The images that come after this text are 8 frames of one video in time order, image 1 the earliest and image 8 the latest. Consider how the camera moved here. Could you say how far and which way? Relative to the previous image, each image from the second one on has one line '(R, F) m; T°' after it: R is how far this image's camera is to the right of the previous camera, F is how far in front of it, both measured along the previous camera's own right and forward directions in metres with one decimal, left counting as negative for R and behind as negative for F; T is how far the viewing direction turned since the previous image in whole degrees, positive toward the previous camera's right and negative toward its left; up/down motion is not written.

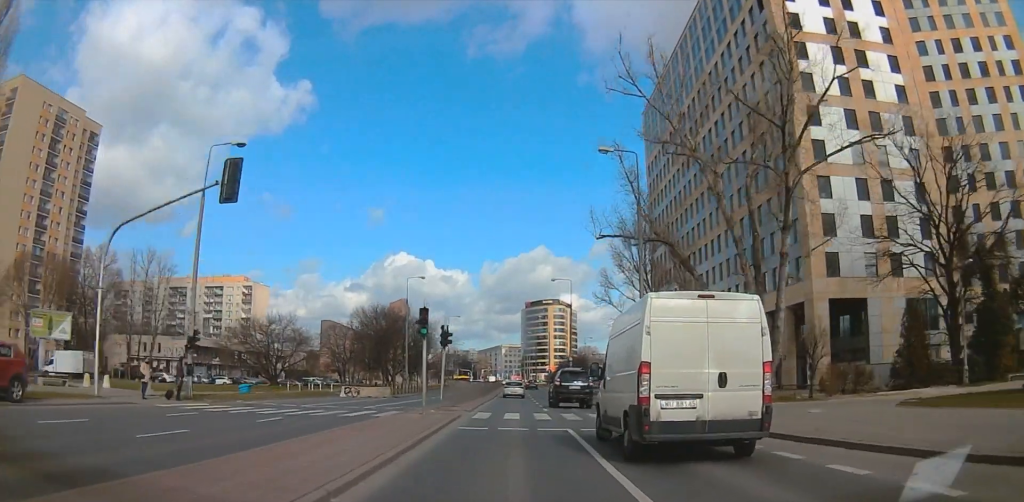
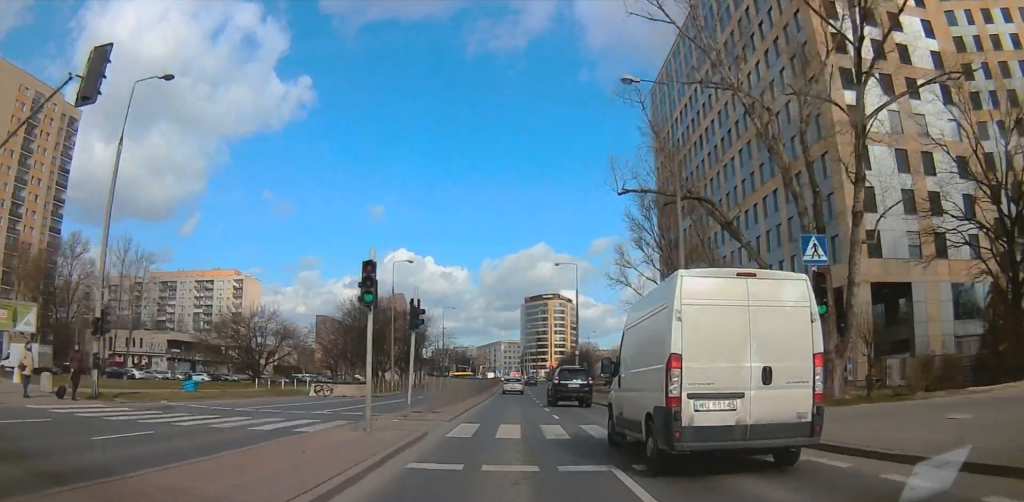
(0.0, +7.8) m; 0°
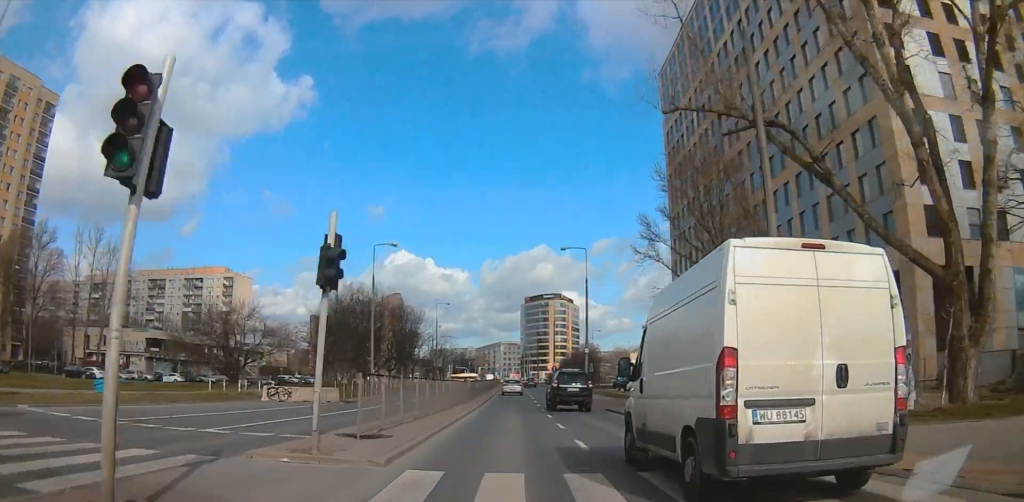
(+0.1, +8.2) m; +1°
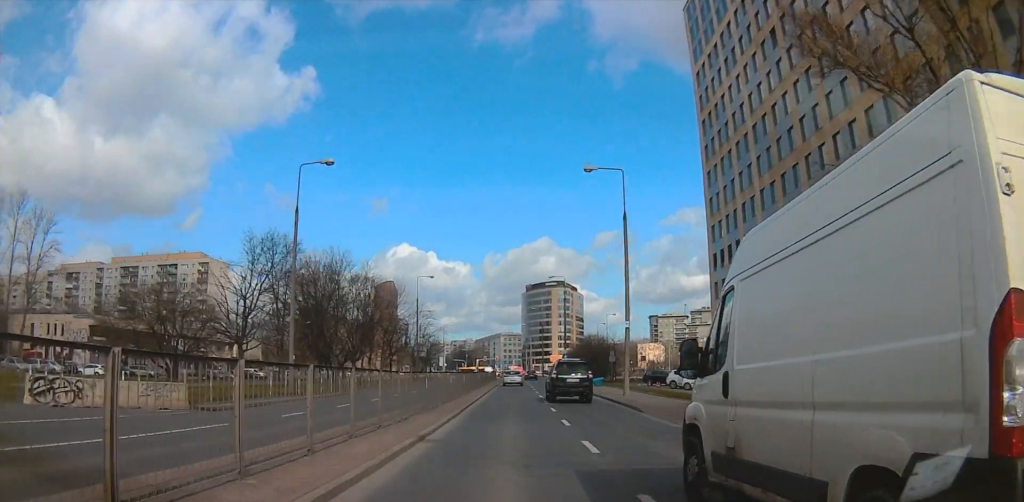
(+0.2, +18.1) m; +1°
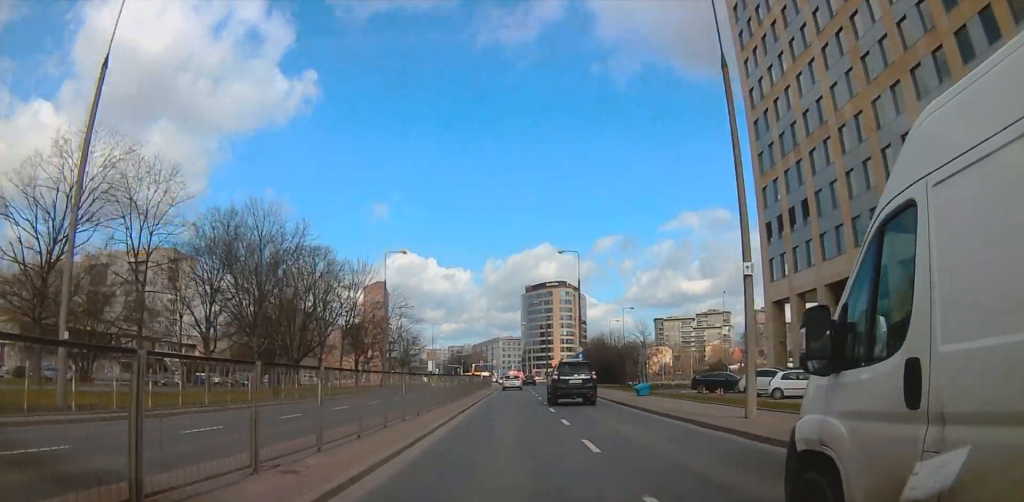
(0.0, +16.6) m; 0°
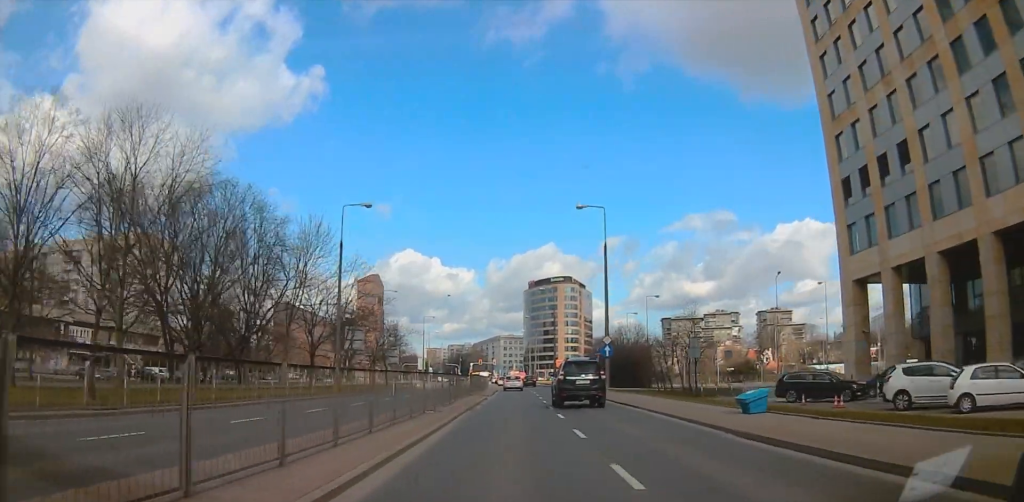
(0.0, +15.1) m; 0°
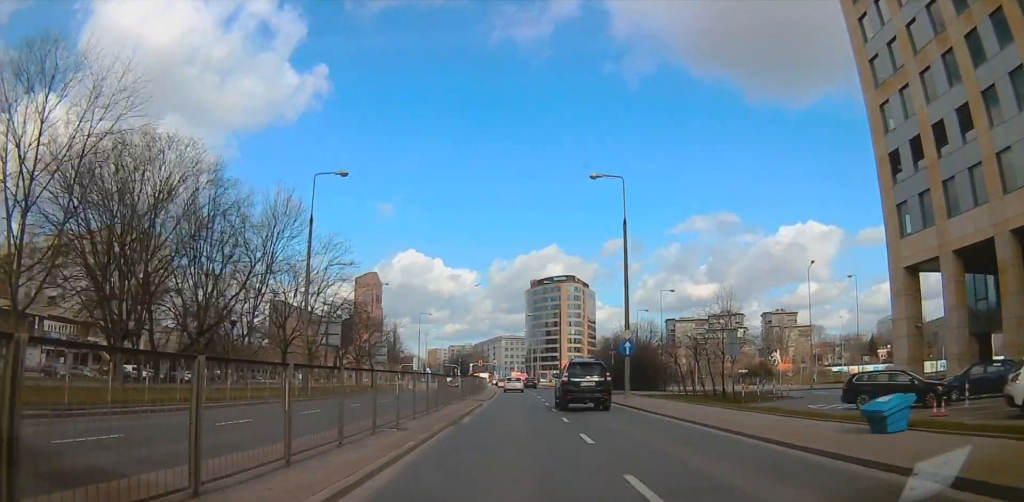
(0.0, +7.3) m; 0°
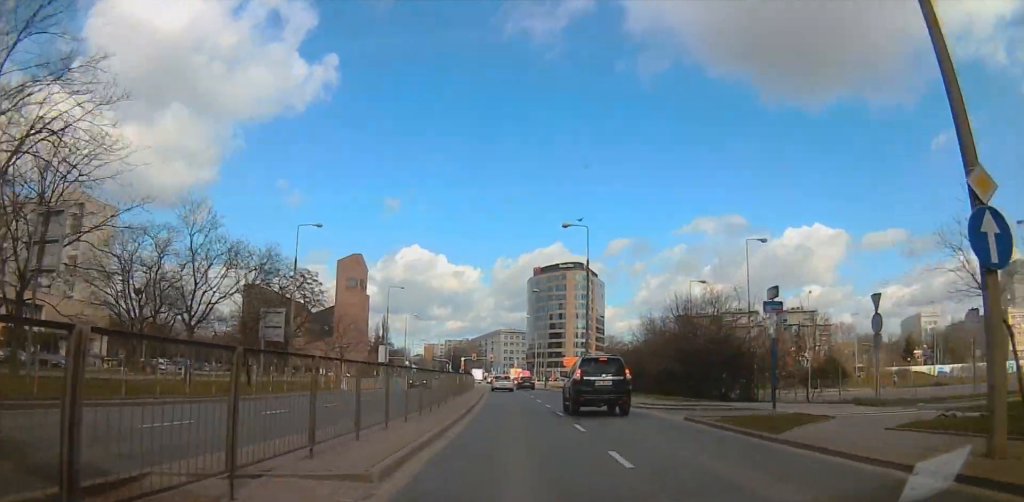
(-0.4, +32.6) m; -1°
